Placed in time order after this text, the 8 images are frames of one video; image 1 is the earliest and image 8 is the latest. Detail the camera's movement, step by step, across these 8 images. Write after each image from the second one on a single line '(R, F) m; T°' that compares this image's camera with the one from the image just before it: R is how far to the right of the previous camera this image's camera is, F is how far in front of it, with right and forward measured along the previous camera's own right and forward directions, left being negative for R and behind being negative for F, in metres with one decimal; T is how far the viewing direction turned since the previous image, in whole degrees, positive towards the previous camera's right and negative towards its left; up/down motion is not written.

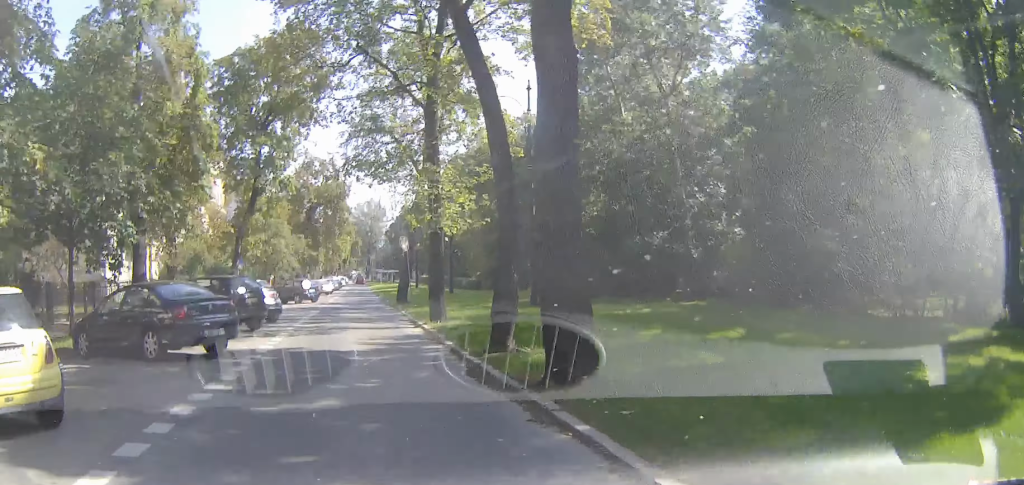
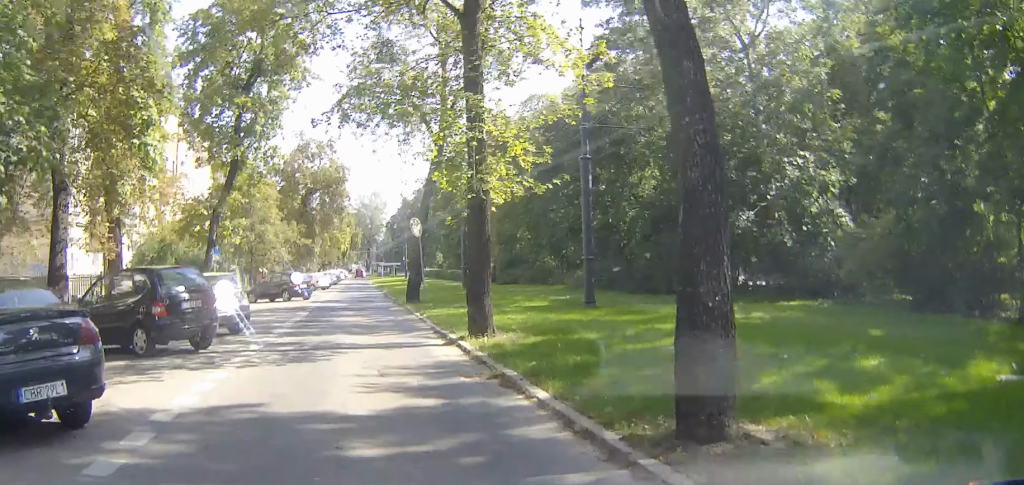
(+0.1, +7.4) m; +1°
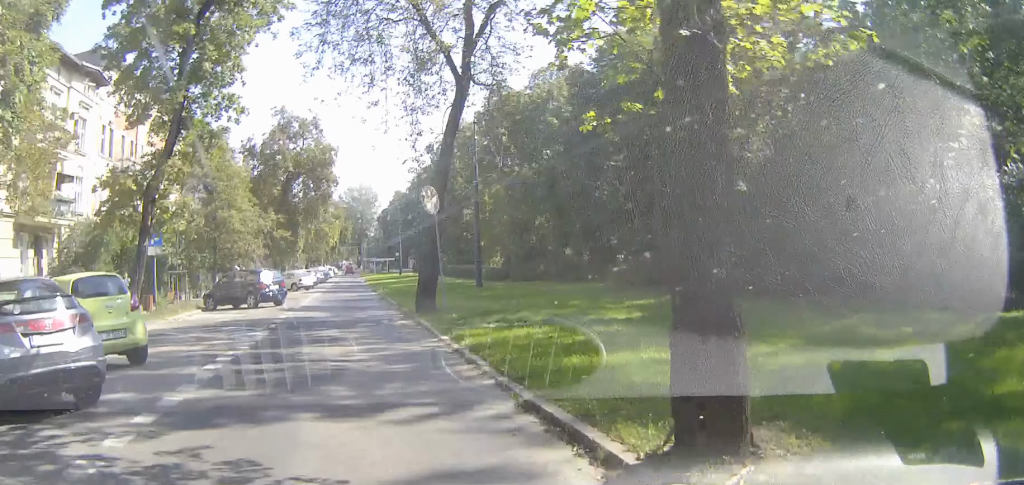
(0.0, +9.9) m; 0°
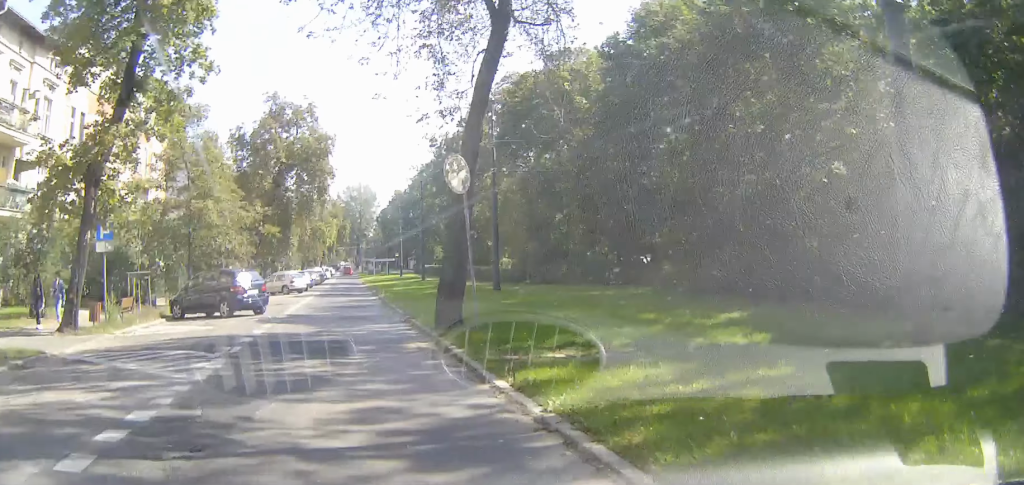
(0.0, +5.8) m; 0°
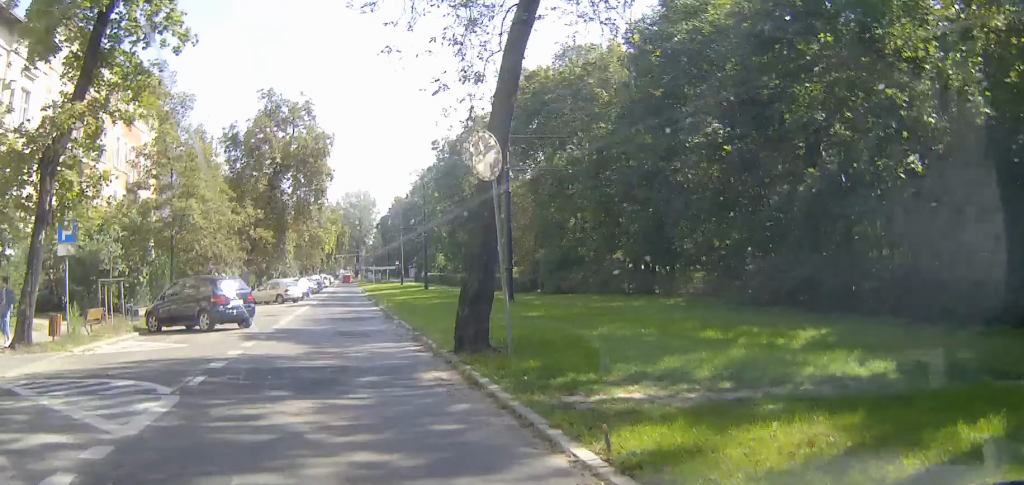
(0.0, +3.2) m; 0°
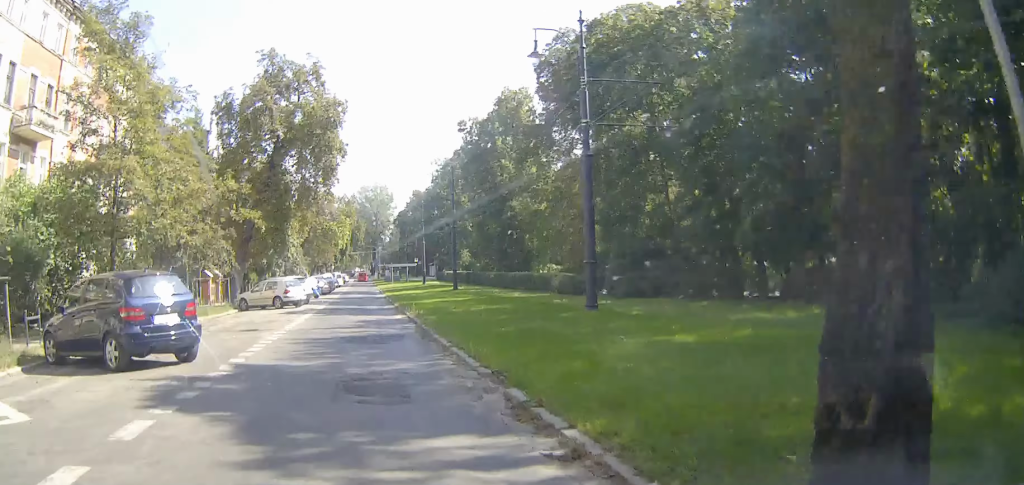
(-0.2, +9.5) m; -4°
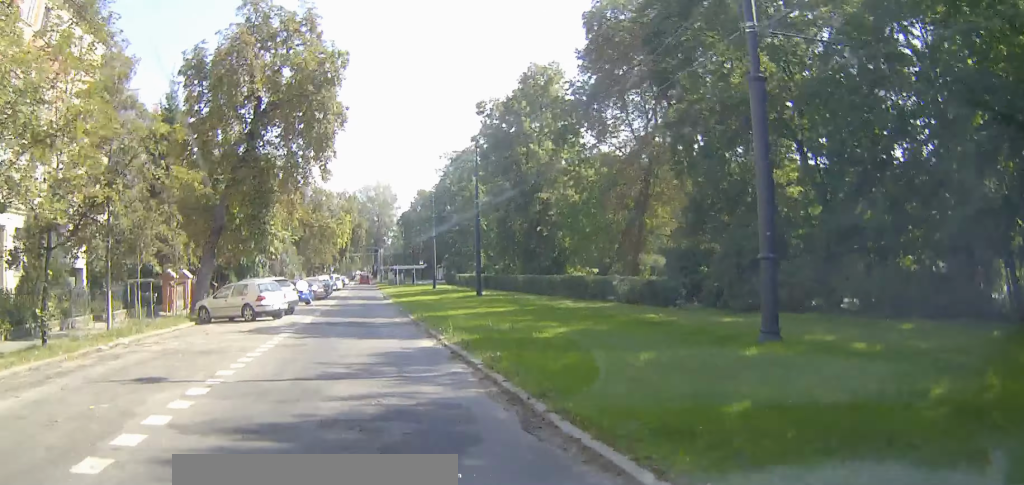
(-0.6, +10.3) m; -2°
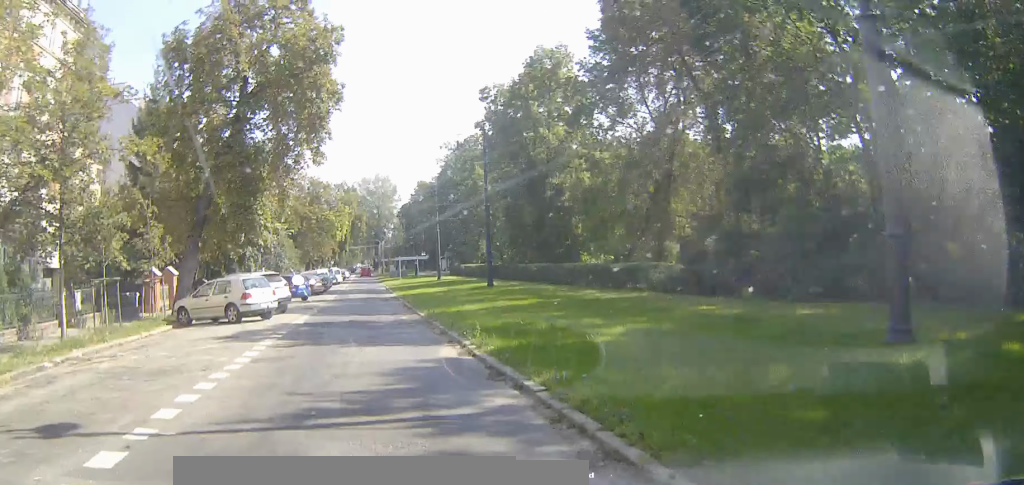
(-0.1, +3.6) m; +1°
